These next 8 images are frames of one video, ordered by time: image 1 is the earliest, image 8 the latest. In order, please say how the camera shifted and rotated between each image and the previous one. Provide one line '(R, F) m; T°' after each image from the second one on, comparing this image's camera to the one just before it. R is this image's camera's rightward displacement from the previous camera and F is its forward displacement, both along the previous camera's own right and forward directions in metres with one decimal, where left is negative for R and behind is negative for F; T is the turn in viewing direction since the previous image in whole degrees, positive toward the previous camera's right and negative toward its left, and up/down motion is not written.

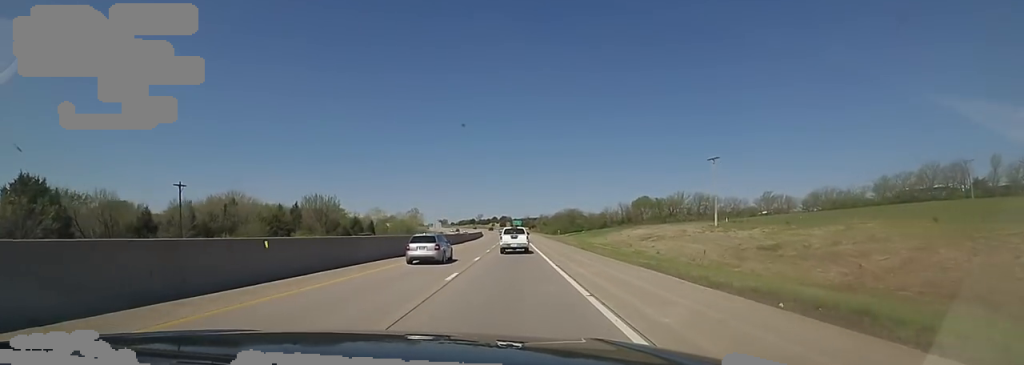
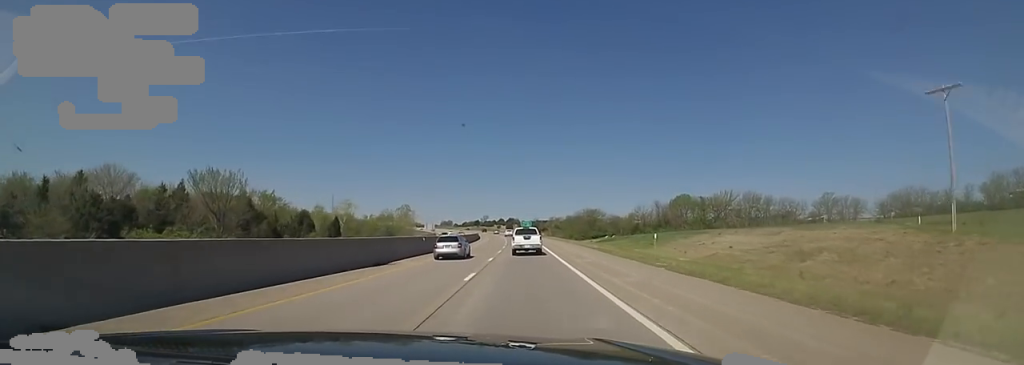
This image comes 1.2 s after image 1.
(0.0, +39.5) m; 0°
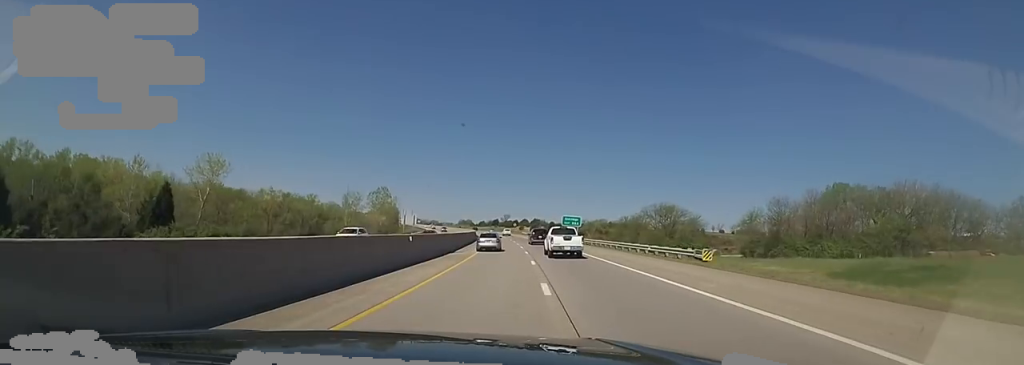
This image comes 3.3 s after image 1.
(-0.1, +73.5) m; -3°
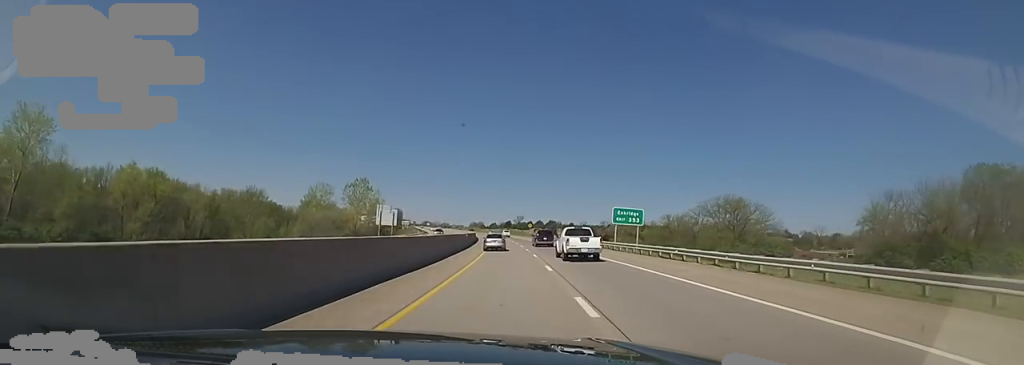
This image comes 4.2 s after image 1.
(-1.3, +32.5) m; -3°
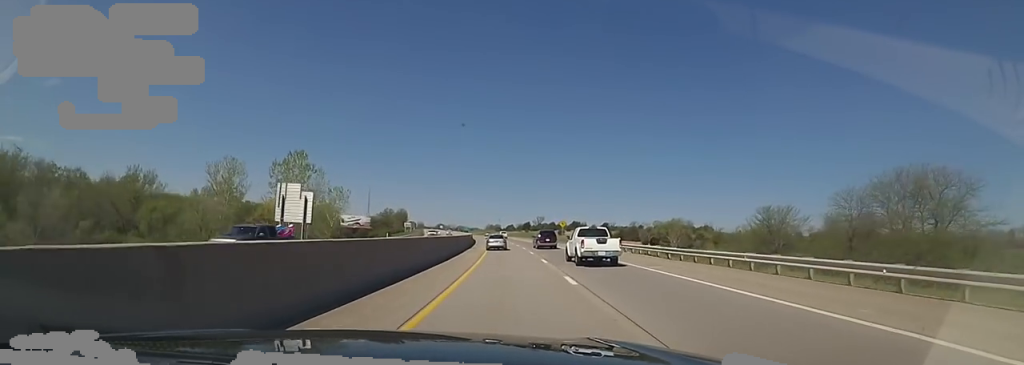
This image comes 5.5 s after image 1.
(-0.8, +44.7) m; -3°
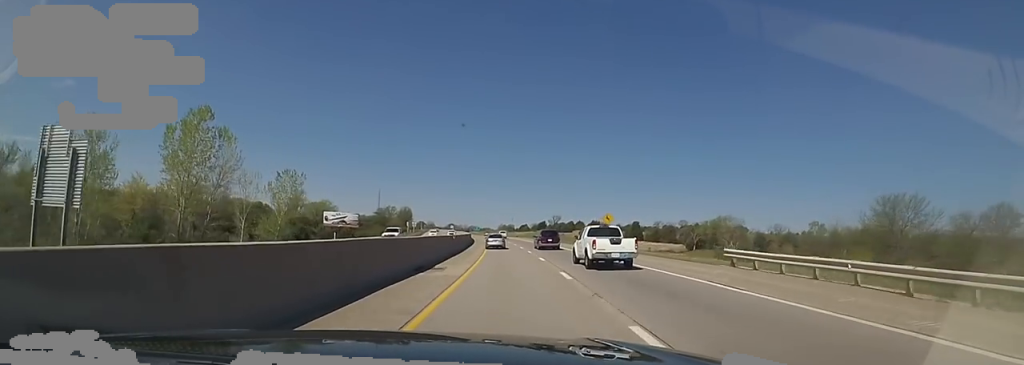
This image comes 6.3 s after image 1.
(-0.6, +28.7) m; -2°
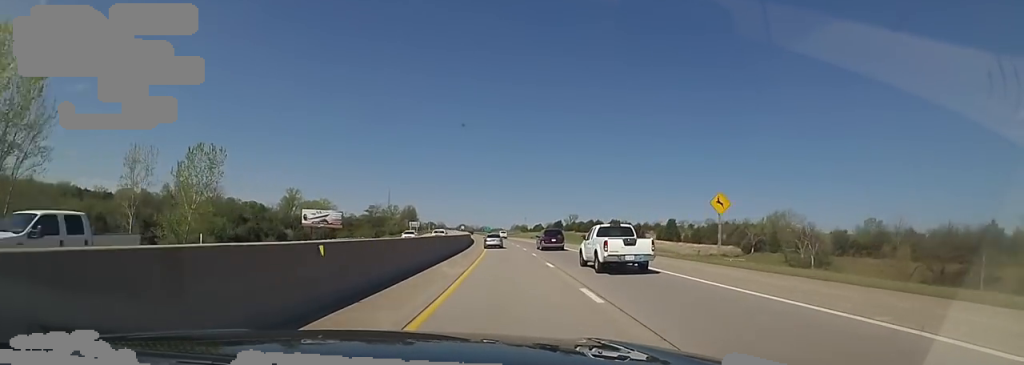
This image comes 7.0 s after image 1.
(-0.1, +25.3) m; -2°
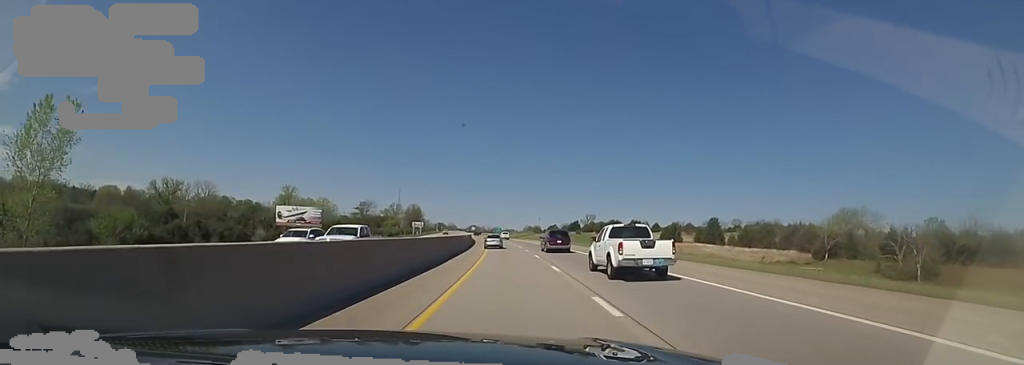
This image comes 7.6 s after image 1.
(-0.5, +21.8) m; -1°
